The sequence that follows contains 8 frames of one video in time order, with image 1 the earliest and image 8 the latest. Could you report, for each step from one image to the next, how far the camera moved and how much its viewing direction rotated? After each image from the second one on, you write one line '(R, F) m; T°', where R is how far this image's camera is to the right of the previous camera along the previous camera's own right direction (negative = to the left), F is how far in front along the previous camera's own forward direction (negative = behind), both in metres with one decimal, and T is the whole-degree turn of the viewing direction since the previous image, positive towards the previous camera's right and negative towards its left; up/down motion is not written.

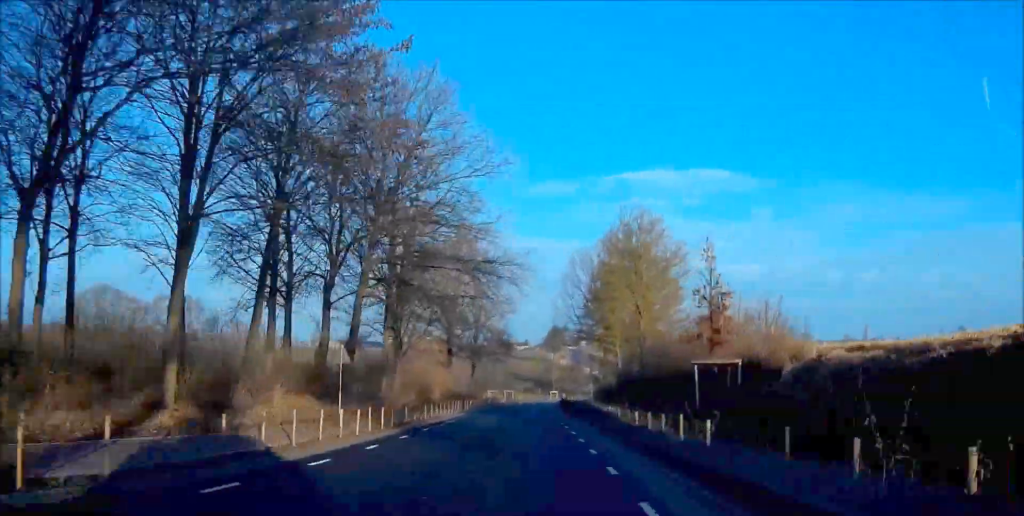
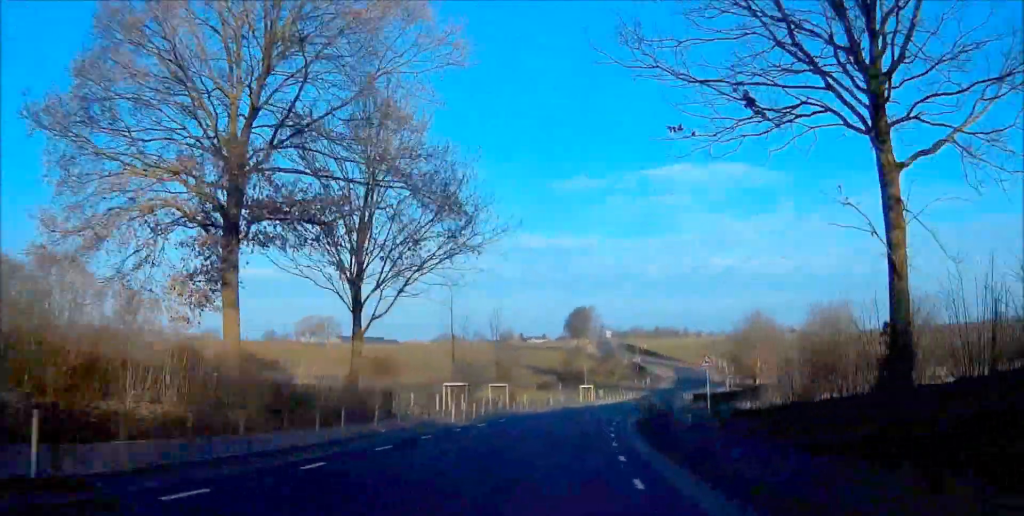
(-1.0, +57.8) m; +4°
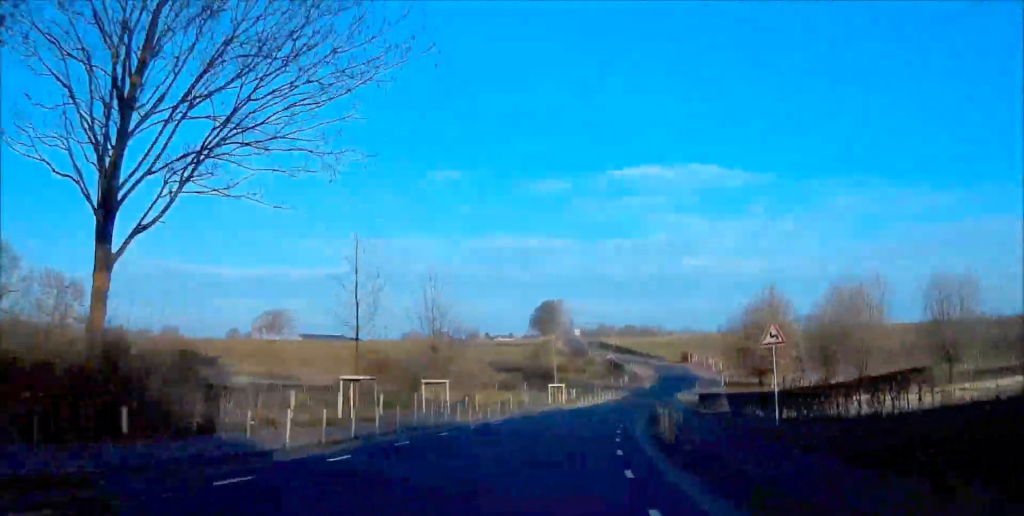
(+1.0, +14.7) m; +3°
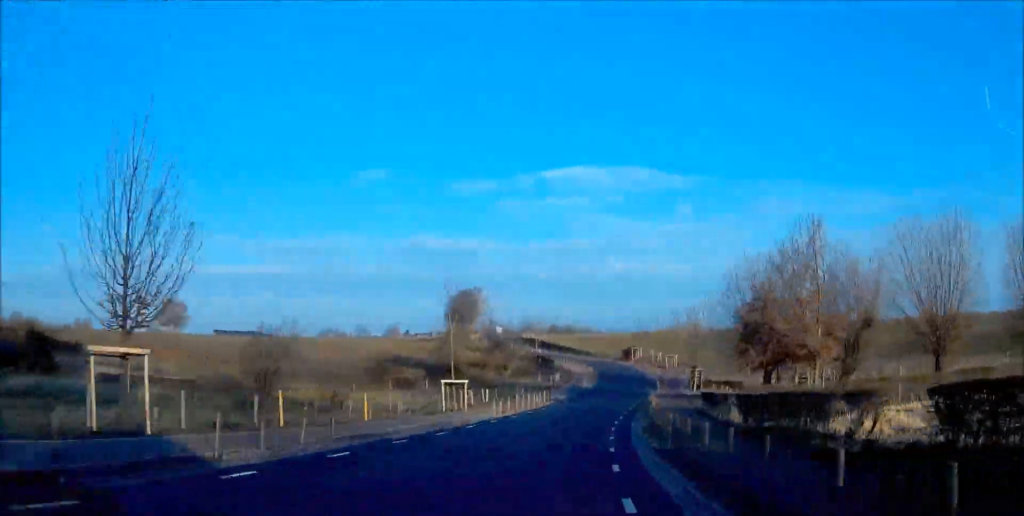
(+0.7, +23.2) m; +4°
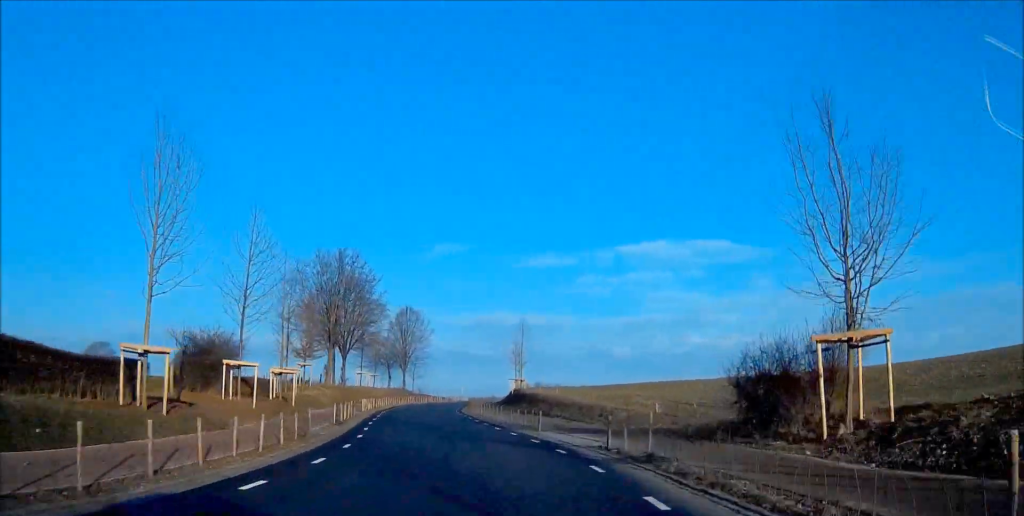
(-3.9, +99.4) m; -16°
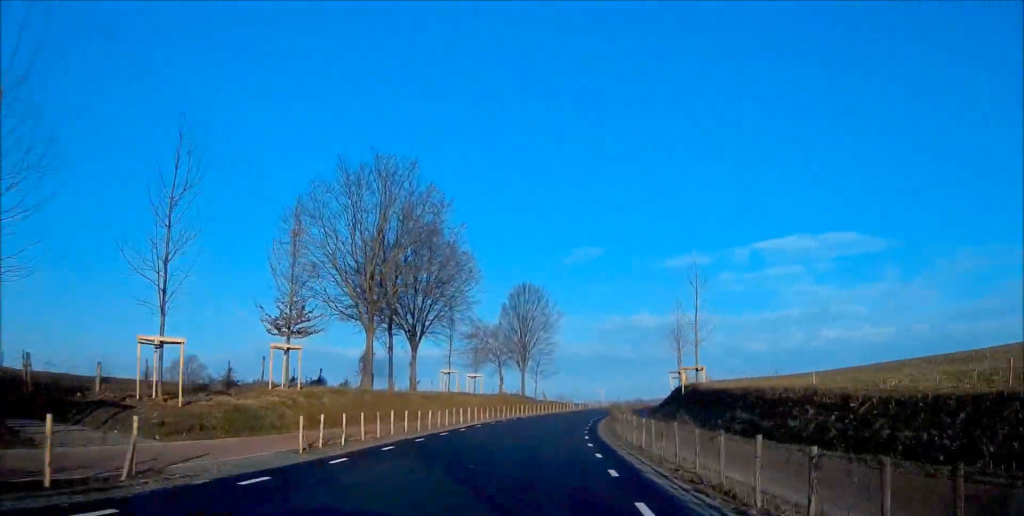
(-2.2, +29.3) m; -3°
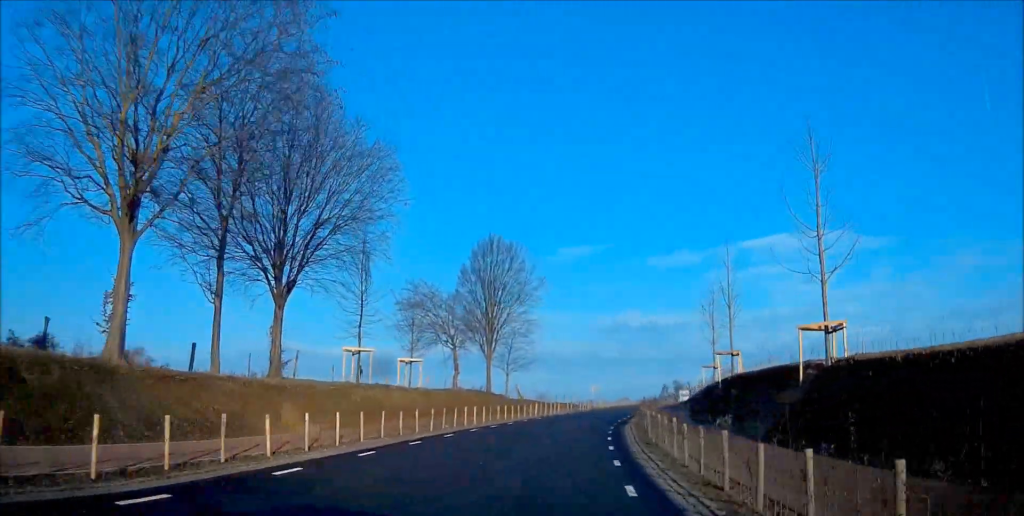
(-0.4, +23.5) m; +1°
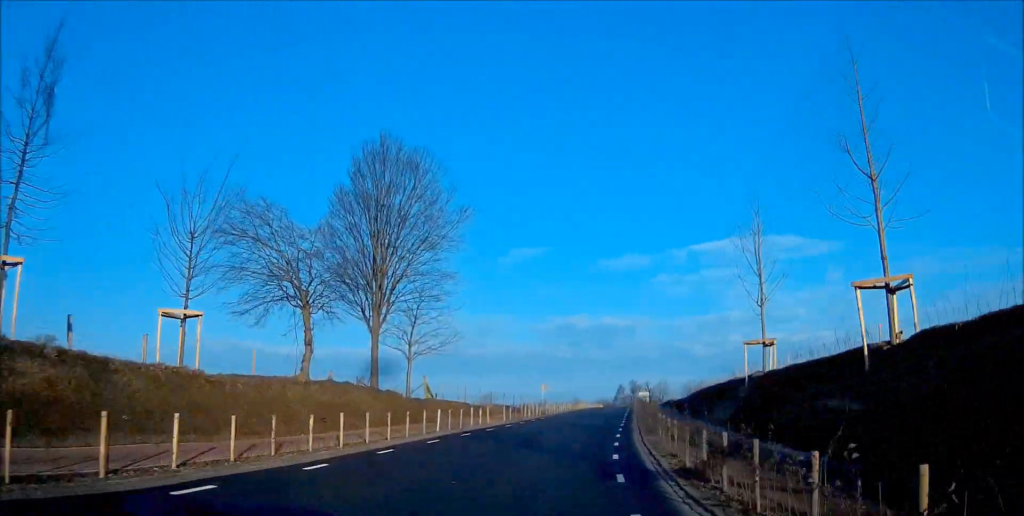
(+0.4, +22.4) m; +3°
